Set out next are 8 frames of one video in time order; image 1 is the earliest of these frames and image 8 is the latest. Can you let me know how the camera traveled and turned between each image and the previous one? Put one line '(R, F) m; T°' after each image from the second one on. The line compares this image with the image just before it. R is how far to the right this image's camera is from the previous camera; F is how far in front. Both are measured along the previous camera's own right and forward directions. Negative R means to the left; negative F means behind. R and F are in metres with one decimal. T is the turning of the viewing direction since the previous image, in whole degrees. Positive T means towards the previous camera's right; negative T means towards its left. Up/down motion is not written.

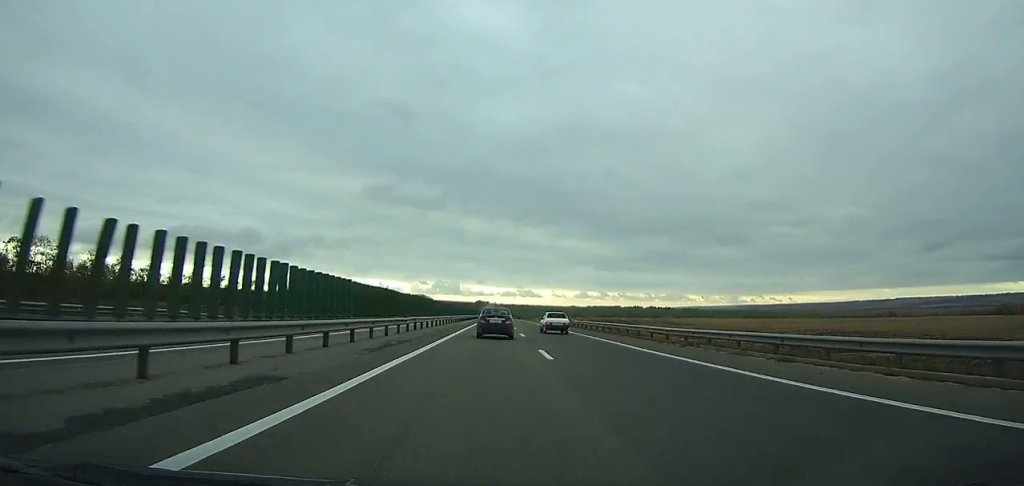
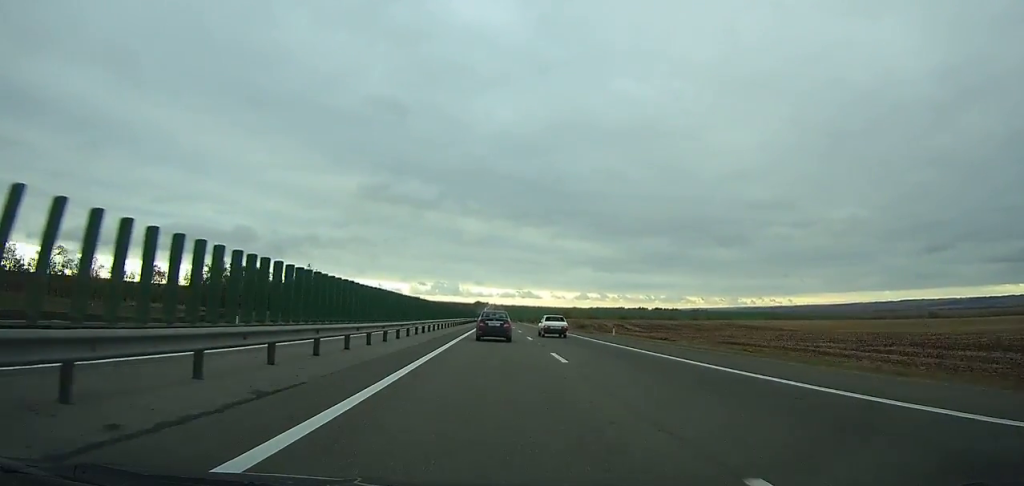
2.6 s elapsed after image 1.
(-0.1, +80.3) m; 0°
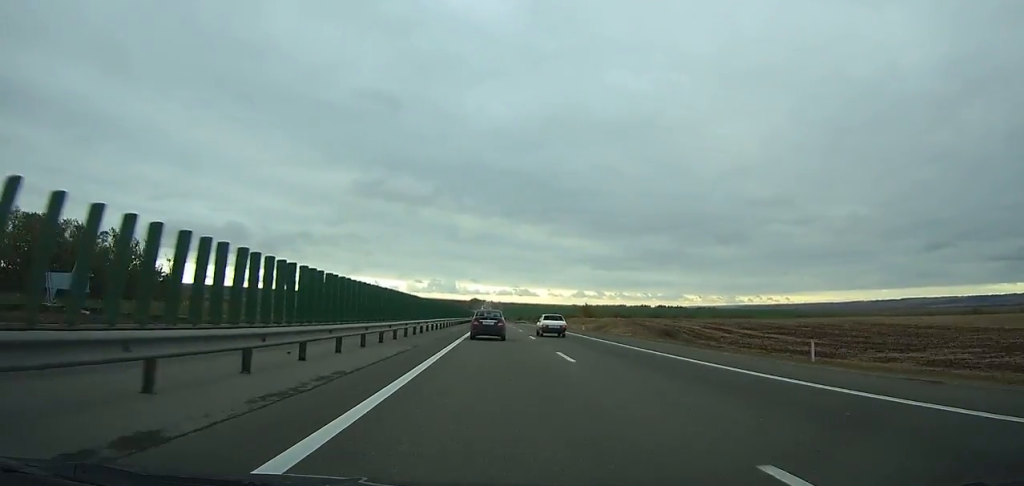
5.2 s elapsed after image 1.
(-0.1, +80.5) m; 0°
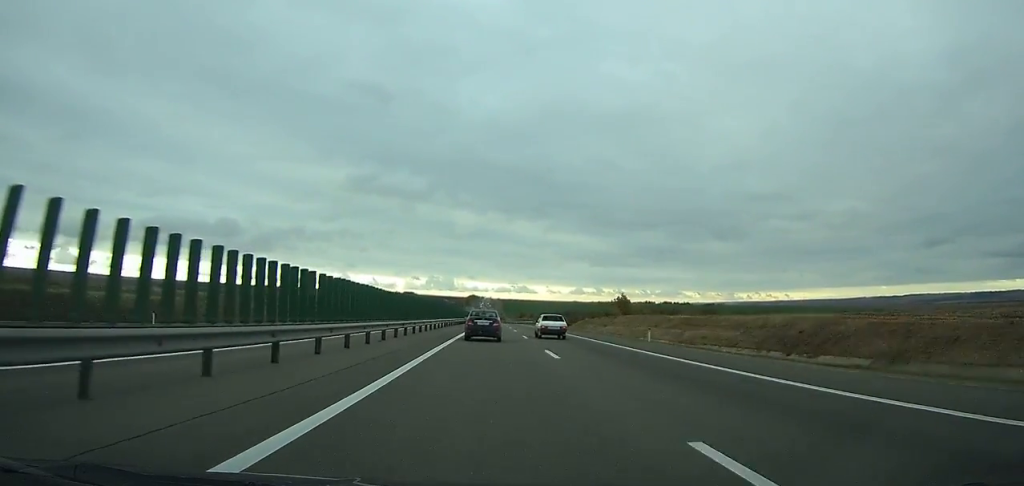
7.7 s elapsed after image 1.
(0.0, +77.8) m; 0°
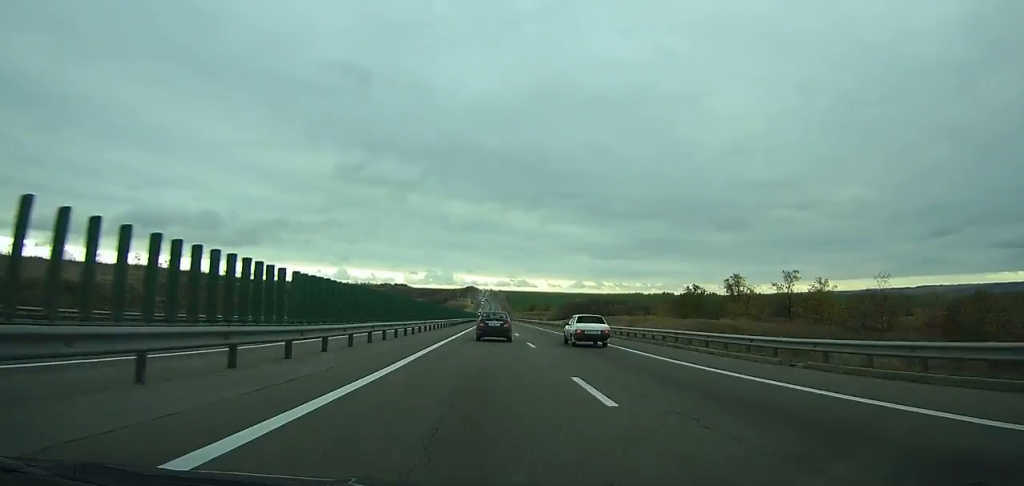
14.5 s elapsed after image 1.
(+0.5, +216.6) m; 0°
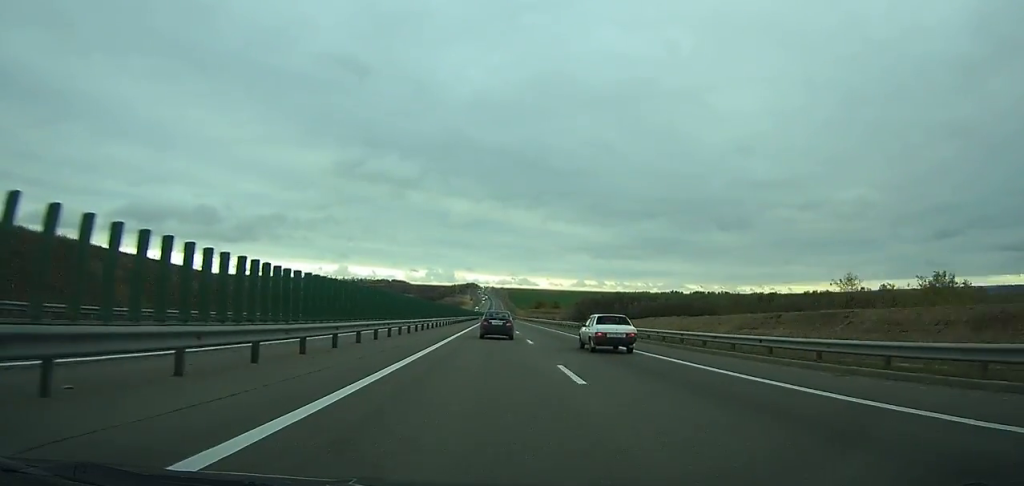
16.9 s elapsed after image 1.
(0.0, +77.9) m; 0°
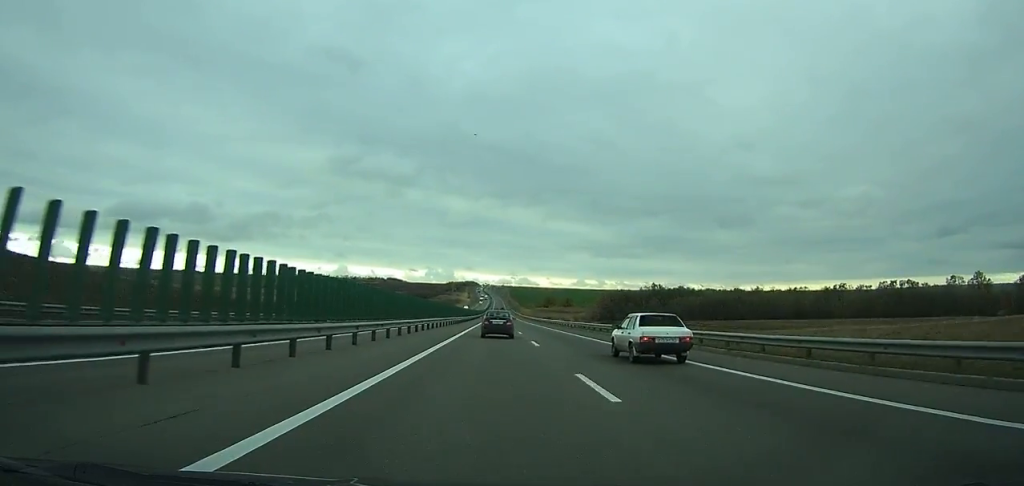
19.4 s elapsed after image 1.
(0.0, +81.9) m; 0°
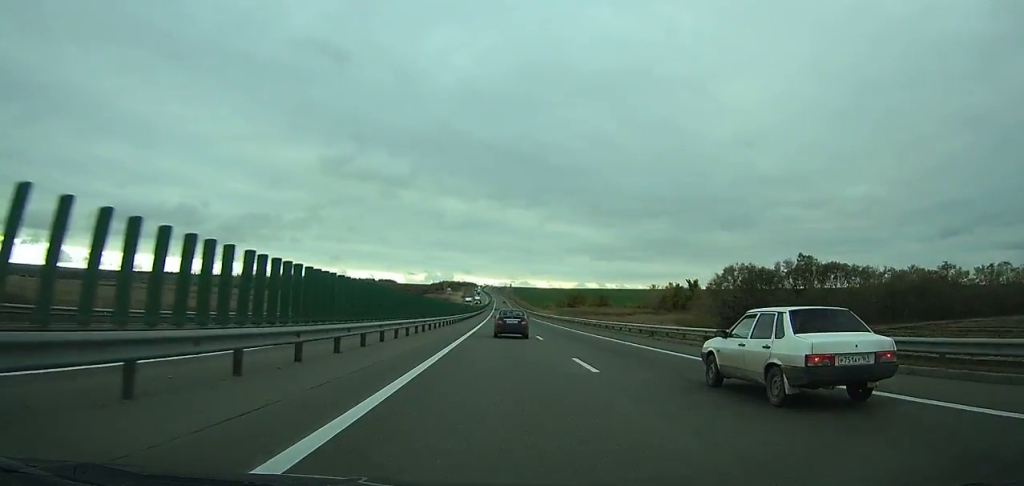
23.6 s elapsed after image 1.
(-0.2, +138.3) m; 0°
